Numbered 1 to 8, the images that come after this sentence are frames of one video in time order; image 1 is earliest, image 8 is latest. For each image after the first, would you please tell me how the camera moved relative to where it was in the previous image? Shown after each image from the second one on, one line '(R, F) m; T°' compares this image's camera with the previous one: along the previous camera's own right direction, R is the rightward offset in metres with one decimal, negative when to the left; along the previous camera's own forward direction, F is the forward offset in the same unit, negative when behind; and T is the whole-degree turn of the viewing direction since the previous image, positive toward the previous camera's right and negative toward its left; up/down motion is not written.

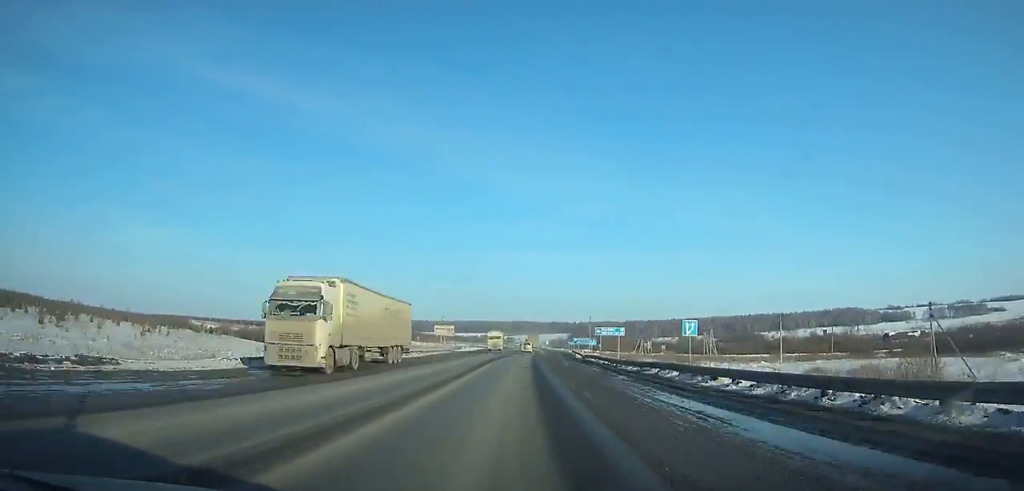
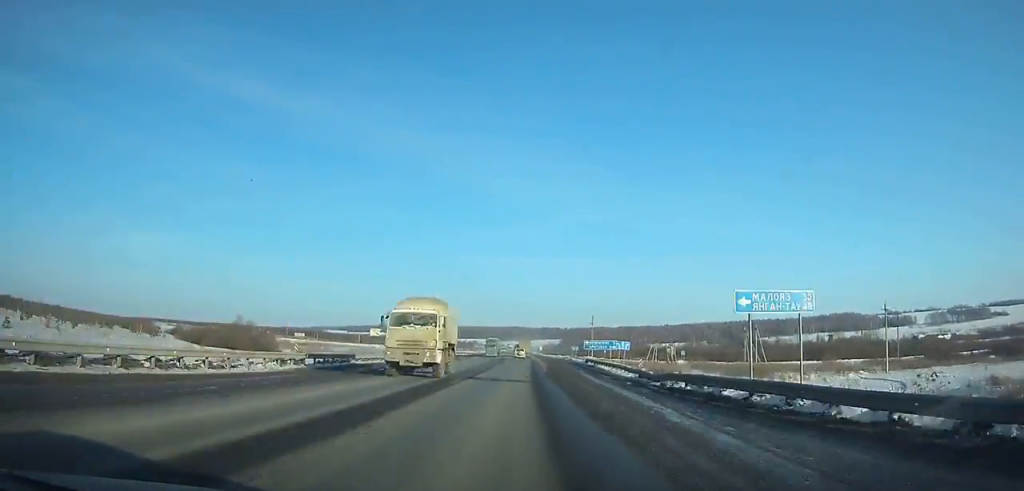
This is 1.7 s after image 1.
(+0.1, +38.8) m; 0°
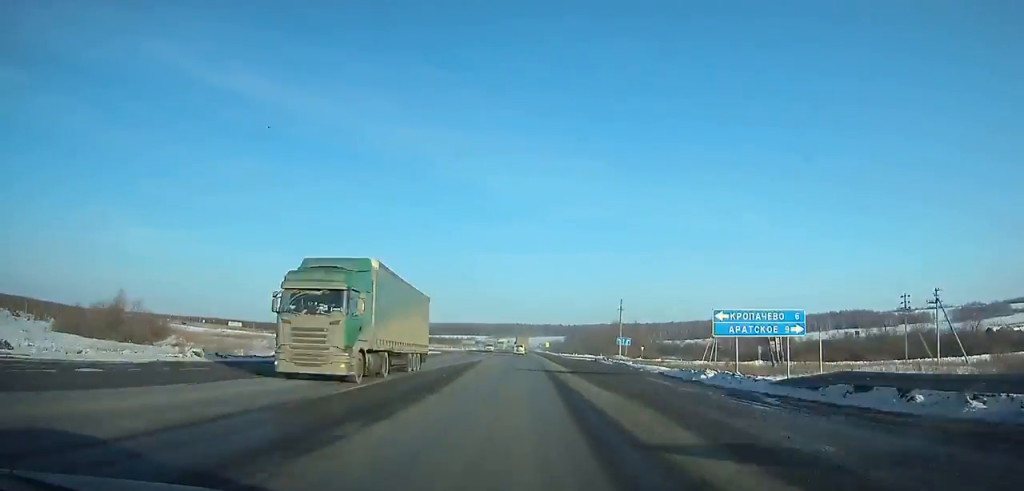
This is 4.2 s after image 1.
(+0.1, +57.8) m; 0°
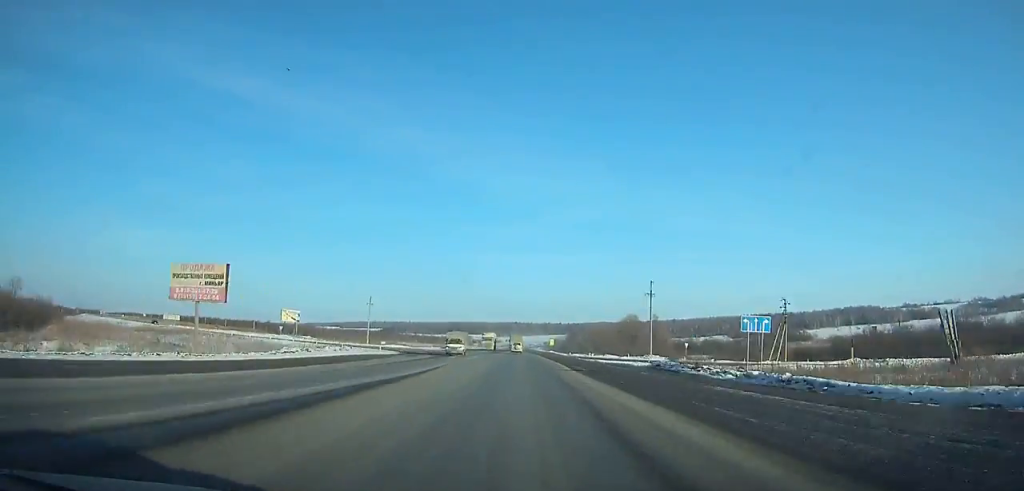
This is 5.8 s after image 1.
(+0.2, +37.5) m; 0°
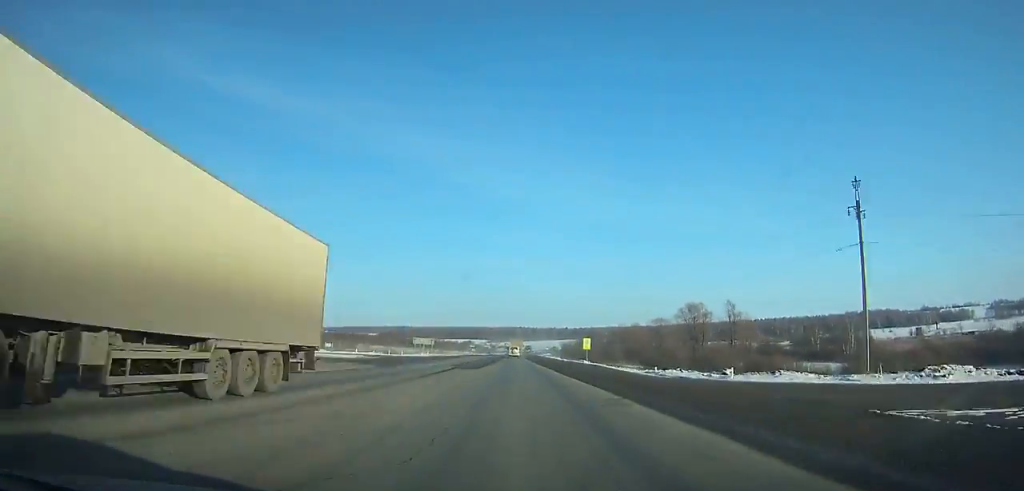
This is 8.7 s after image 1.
(-0.3, +68.9) m; -1°
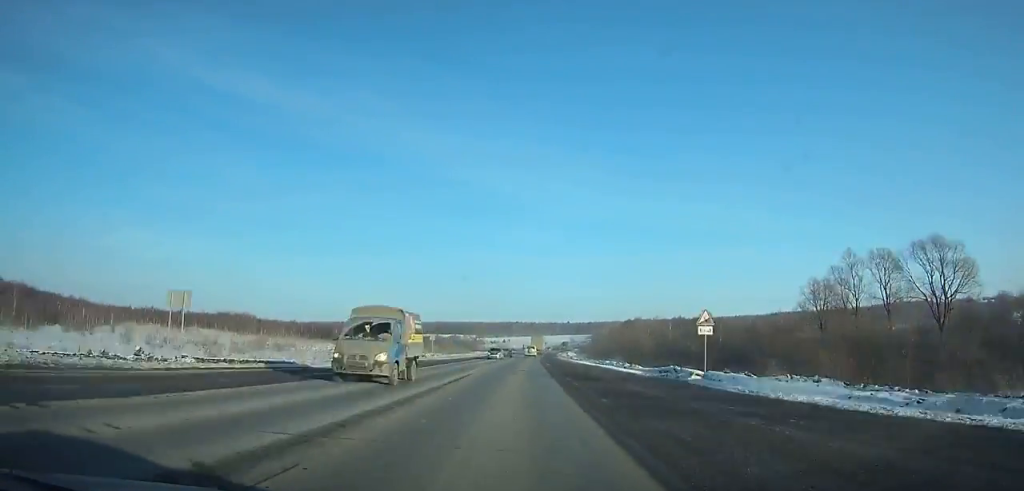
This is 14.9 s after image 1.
(+1.0, +150.1) m; +2°
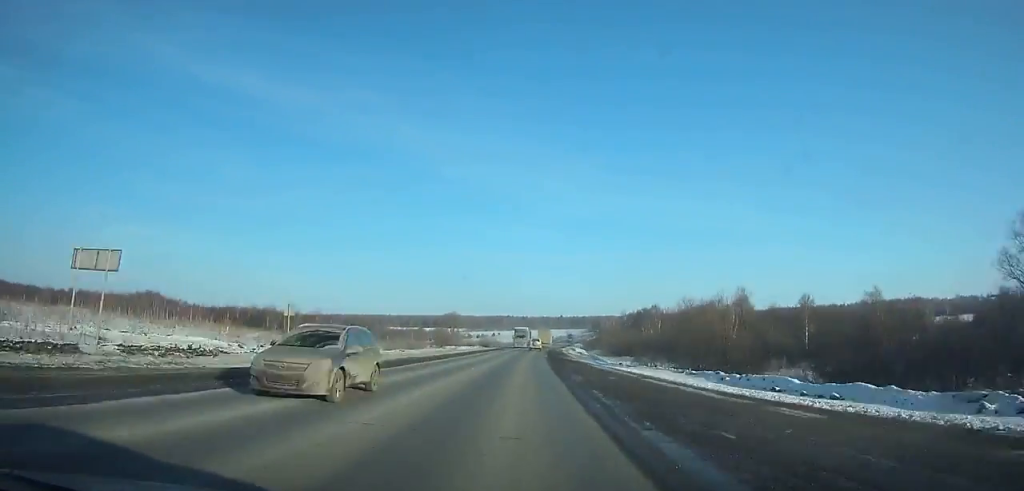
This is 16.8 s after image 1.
(+0.5, +46.5) m; +1°
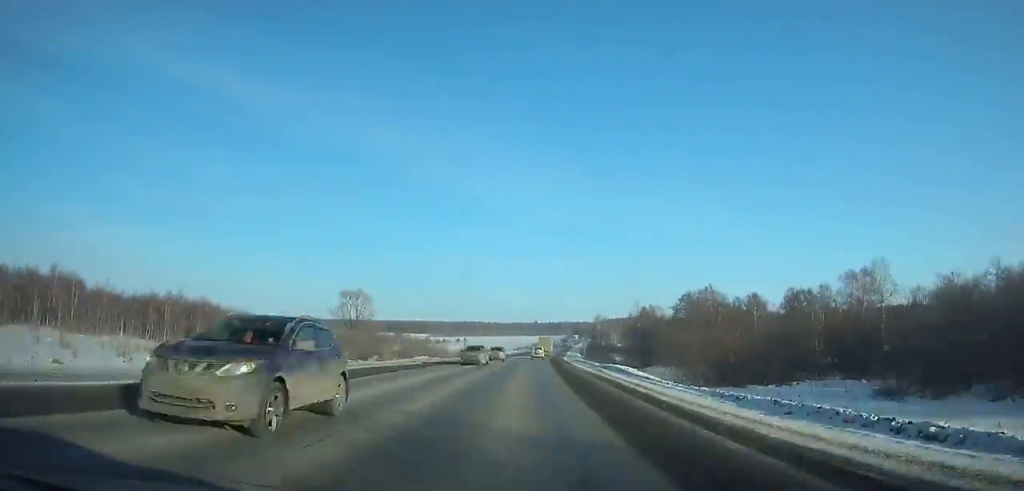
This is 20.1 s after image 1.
(+1.3, +80.8) m; +2°
